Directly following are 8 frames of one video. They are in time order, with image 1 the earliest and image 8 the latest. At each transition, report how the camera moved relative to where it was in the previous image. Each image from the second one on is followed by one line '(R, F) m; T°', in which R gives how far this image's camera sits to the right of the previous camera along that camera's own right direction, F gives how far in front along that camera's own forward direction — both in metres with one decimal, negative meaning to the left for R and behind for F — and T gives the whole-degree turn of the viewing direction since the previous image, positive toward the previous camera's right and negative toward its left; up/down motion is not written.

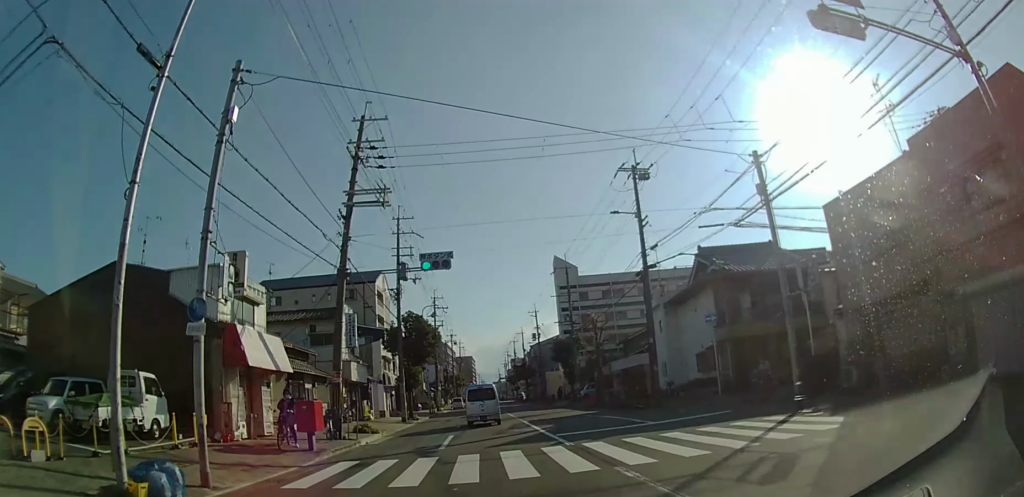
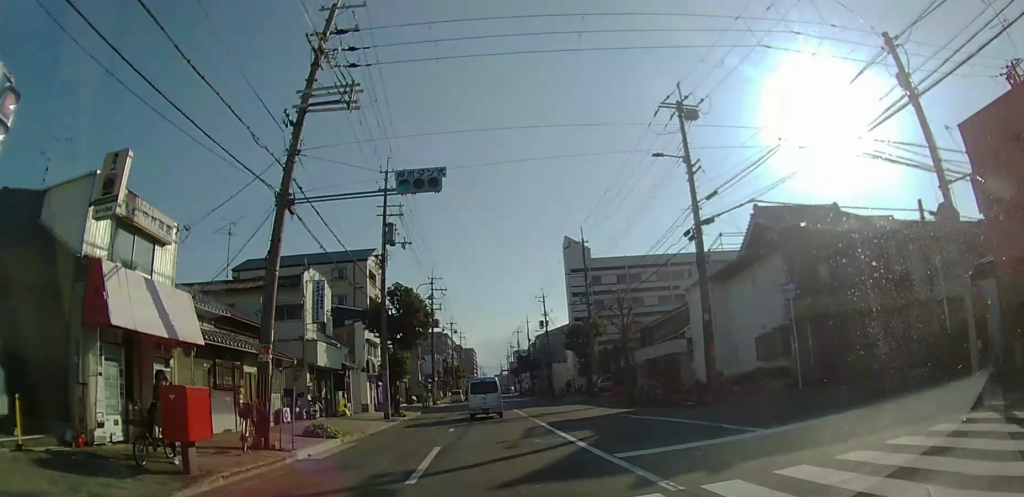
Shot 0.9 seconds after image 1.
(0.0, +6.4) m; 0°
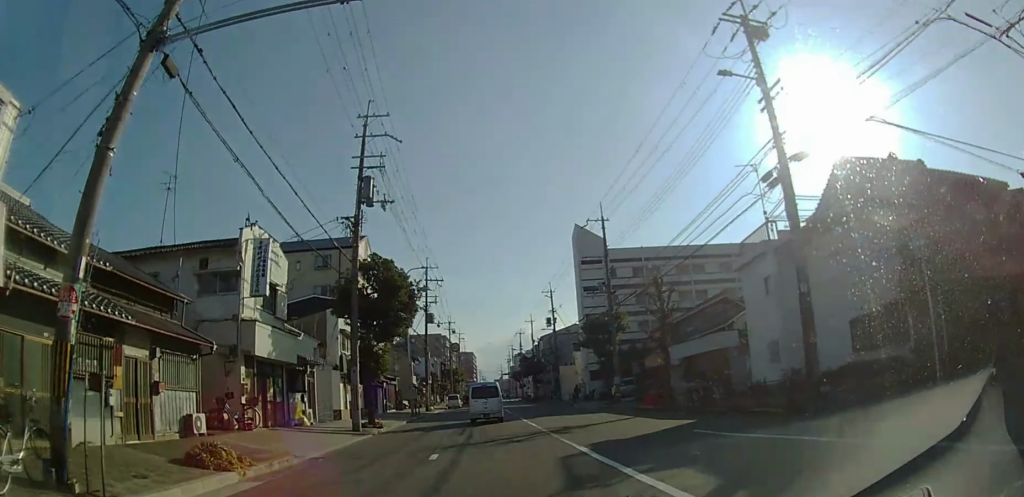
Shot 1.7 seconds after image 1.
(0.0, +6.8) m; +1°
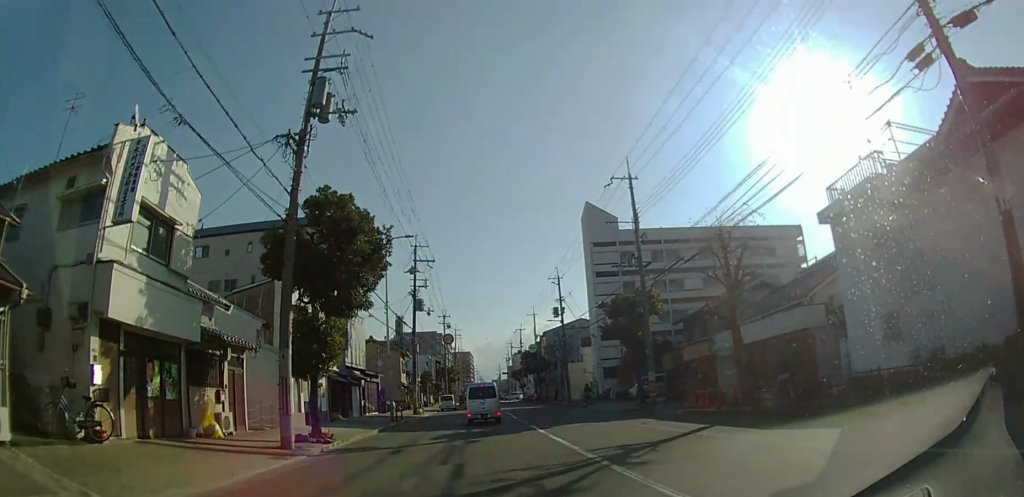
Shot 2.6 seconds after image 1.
(0.0, +7.5) m; +1°
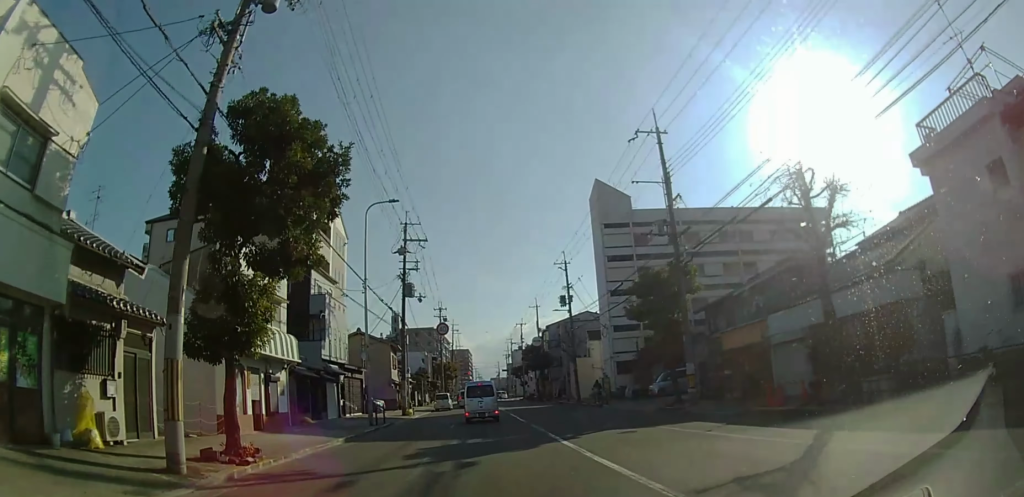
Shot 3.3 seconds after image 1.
(+0.1, +5.5) m; +1°
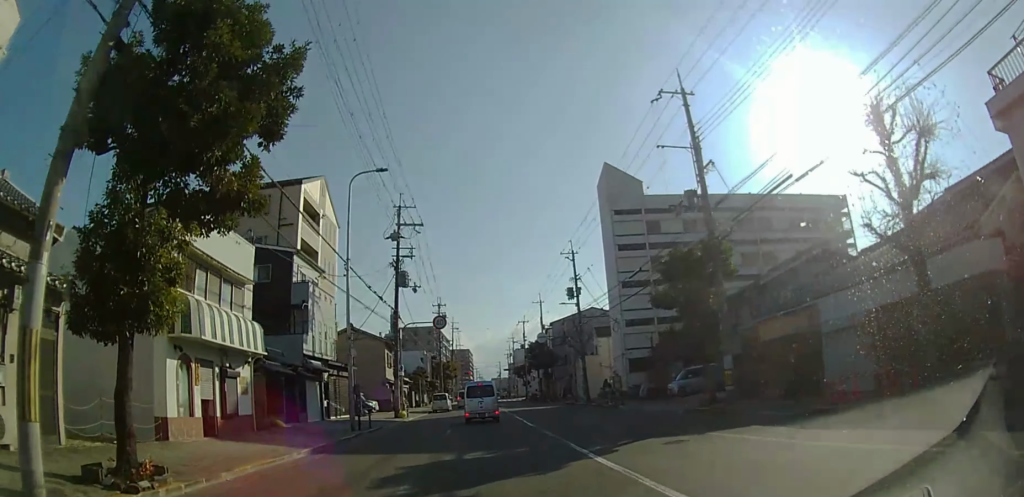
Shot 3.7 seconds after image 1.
(0.0, +3.6) m; -1°
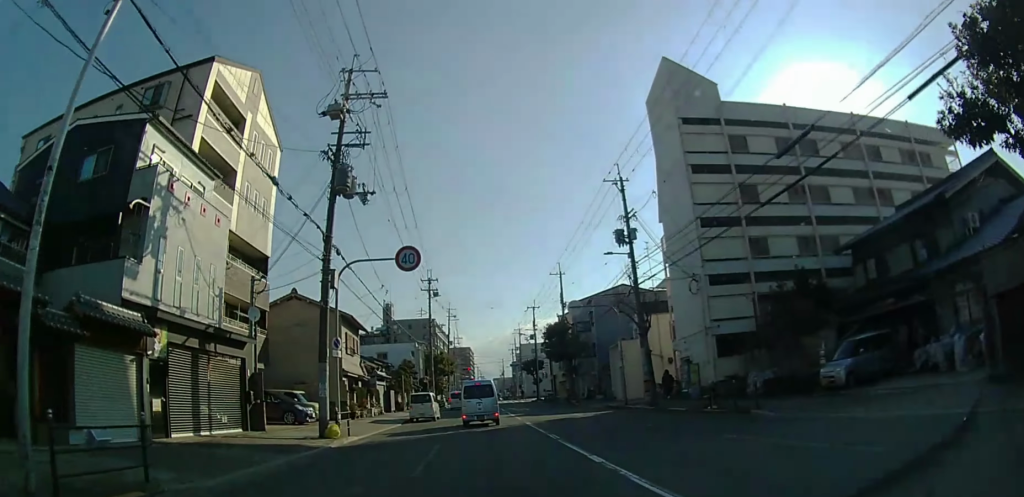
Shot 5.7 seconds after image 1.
(-0.4, +15.7) m; -2°
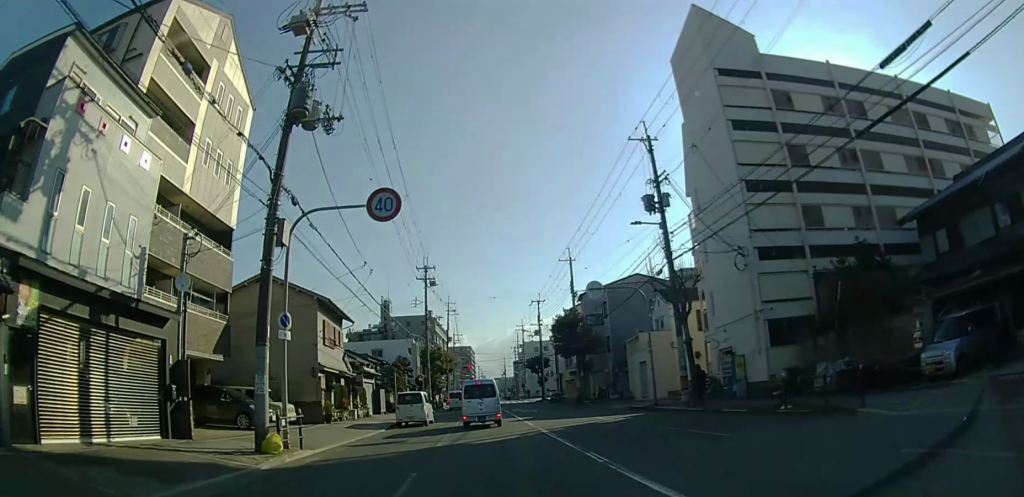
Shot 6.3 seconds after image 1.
(+0.1, +5.1) m; +1°
